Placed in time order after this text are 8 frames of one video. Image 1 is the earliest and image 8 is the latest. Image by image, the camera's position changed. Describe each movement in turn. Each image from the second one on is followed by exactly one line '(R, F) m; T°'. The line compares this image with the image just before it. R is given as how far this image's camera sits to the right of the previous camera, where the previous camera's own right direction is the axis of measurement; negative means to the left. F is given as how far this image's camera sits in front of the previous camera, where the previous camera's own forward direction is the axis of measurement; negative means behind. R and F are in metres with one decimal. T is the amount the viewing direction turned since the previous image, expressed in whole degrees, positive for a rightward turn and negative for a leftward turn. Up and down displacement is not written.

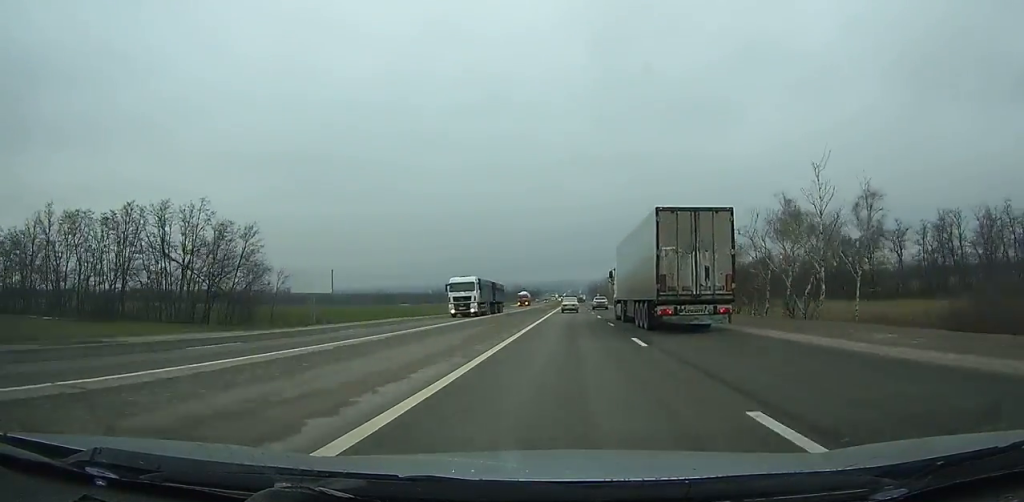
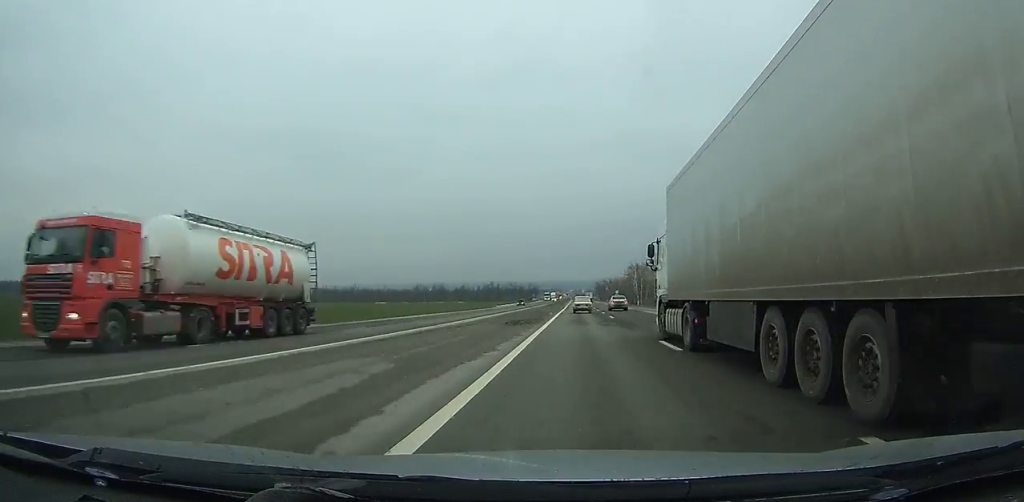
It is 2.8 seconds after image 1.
(-0.2, +83.6) m; 0°
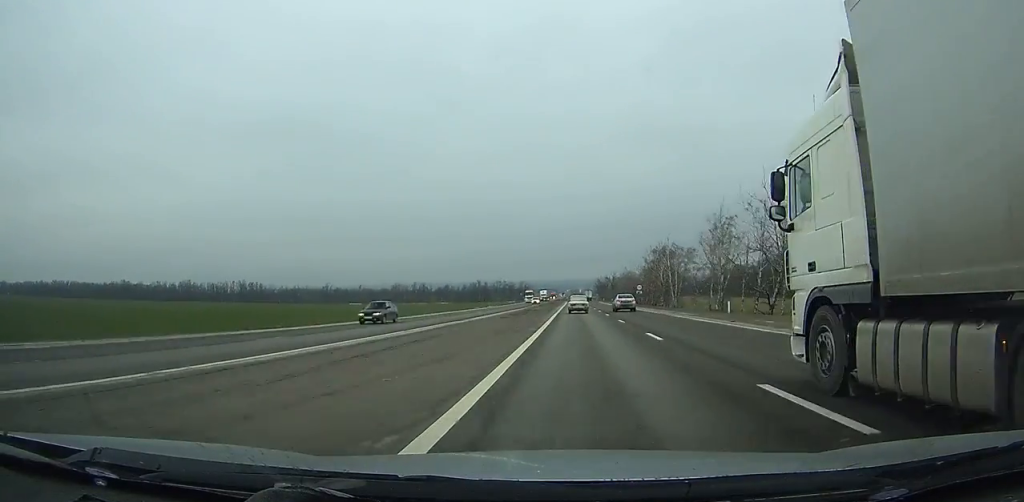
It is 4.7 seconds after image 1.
(+0.2, +55.1) m; 0°
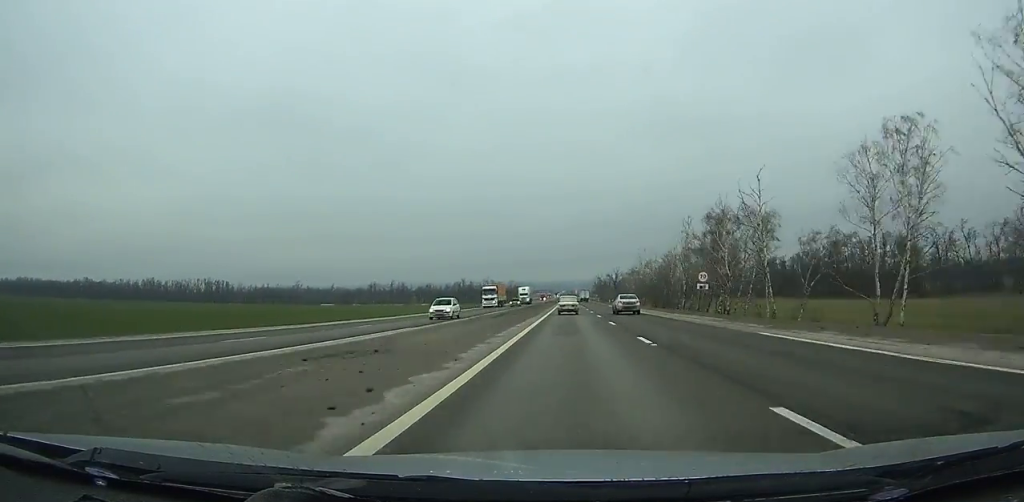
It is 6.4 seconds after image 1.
(+0.3, +48.5) m; 0°
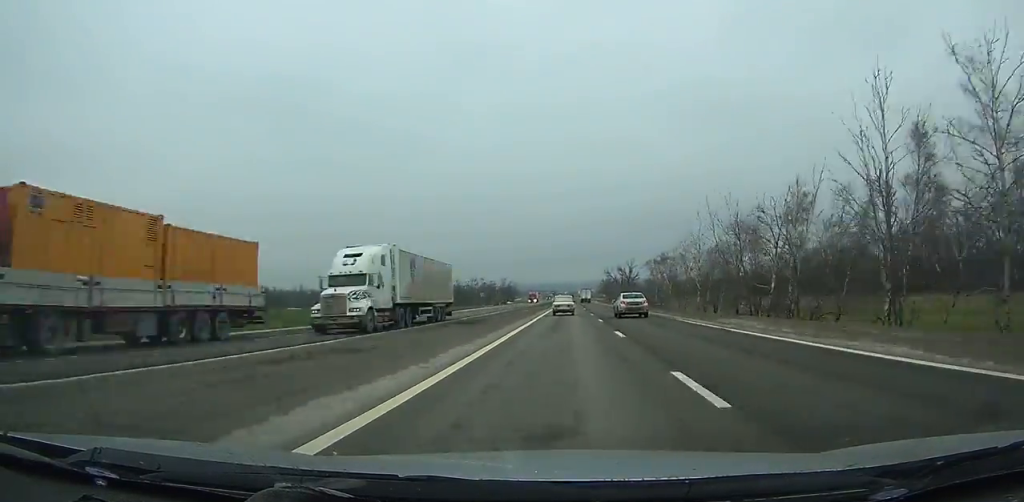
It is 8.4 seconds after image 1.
(-0.2, +54.1) m; 0°
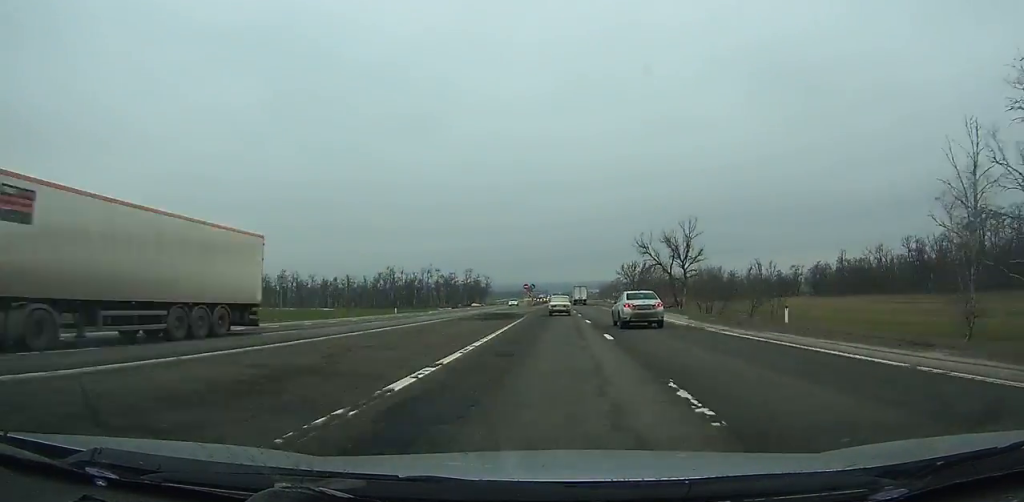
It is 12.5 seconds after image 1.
(+0.2, +105.4) m; 0°
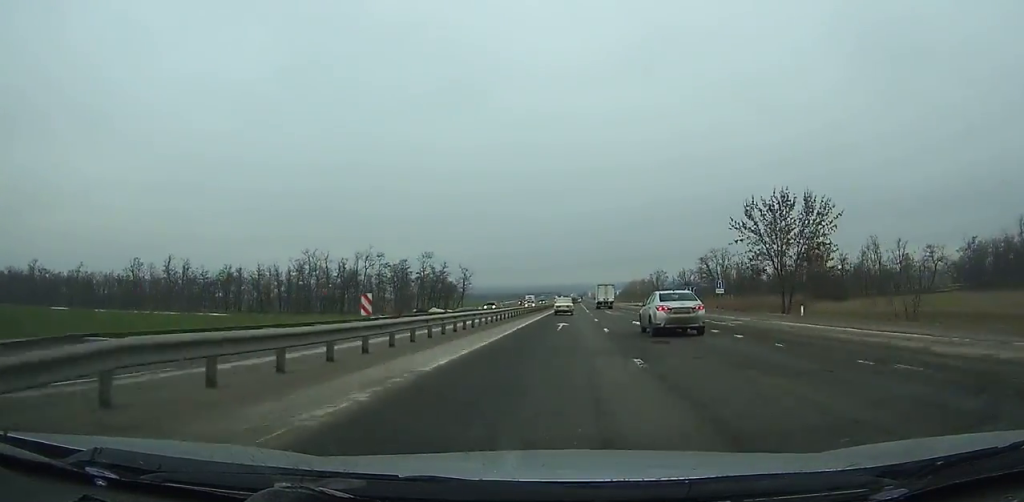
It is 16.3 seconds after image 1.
(-0.7, +90.6) m; 0°
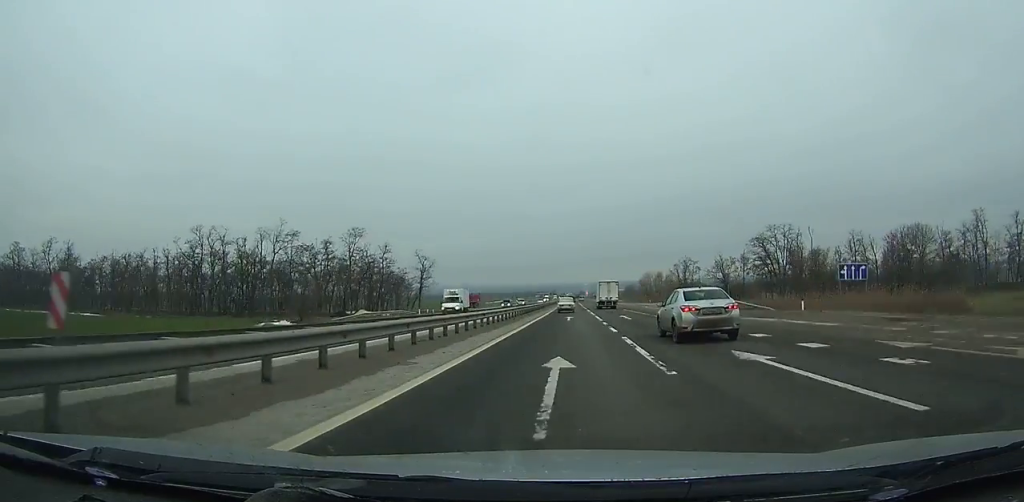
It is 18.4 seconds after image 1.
(+0.1, +48.8) m; 0°
